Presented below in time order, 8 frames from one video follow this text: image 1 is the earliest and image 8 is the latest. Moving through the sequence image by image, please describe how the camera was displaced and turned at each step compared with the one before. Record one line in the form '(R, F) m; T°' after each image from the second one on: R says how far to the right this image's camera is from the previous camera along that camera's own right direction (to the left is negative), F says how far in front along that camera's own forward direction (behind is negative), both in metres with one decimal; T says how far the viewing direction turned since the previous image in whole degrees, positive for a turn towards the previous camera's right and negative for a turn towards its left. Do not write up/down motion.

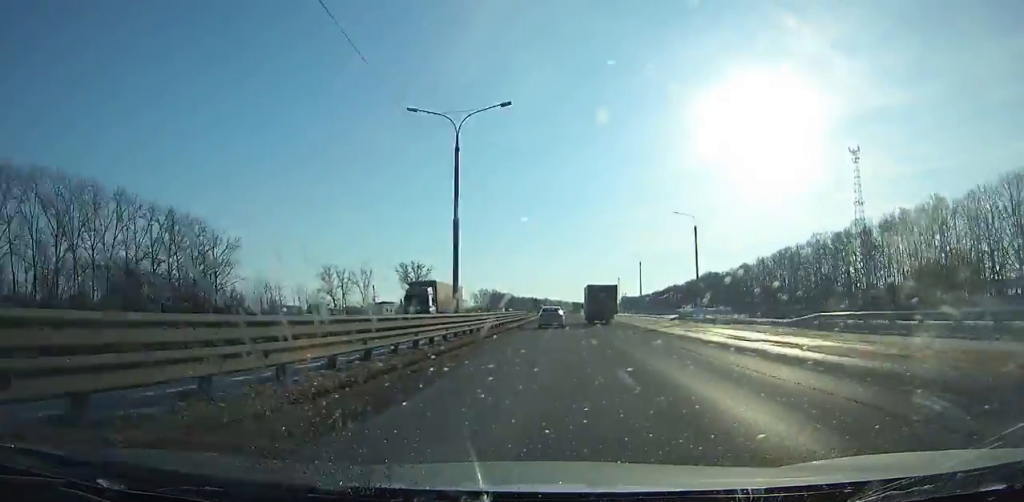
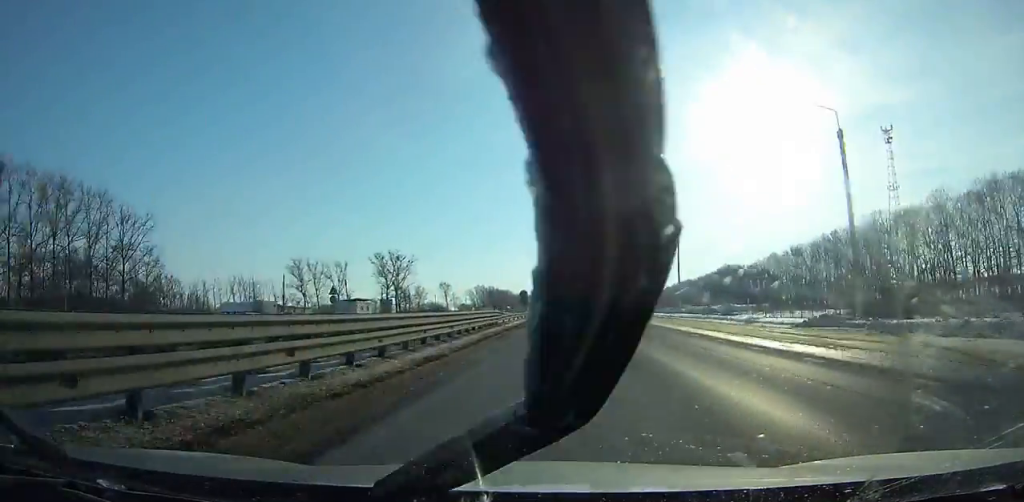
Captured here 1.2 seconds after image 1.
(0.0, +31.2) m; 0°
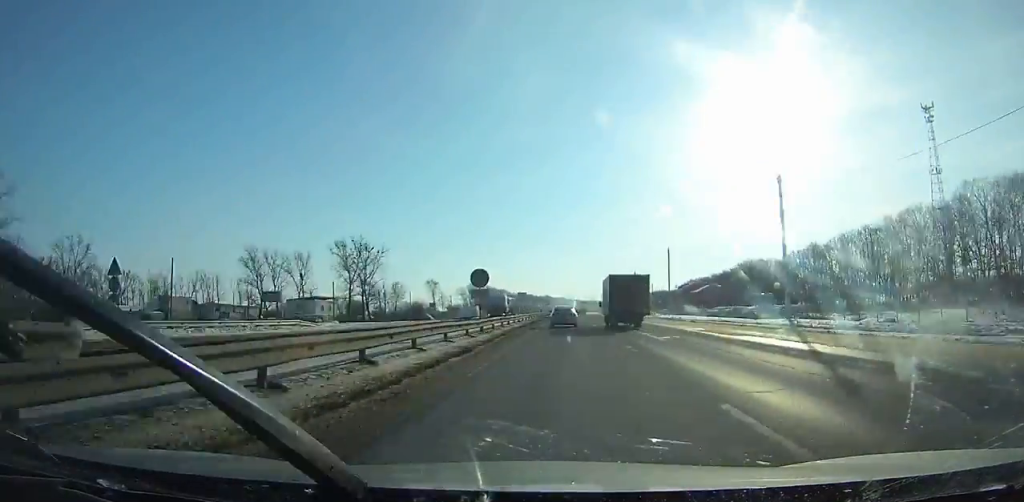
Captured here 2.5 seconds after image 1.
(0.0, +34.4) m; 0°
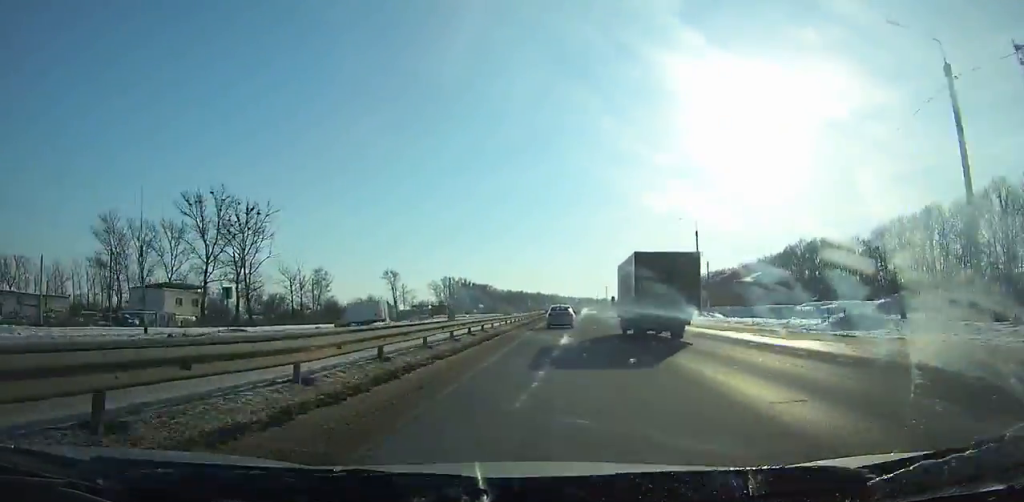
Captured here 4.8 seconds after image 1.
(+0.1, +61.9) m; 0°
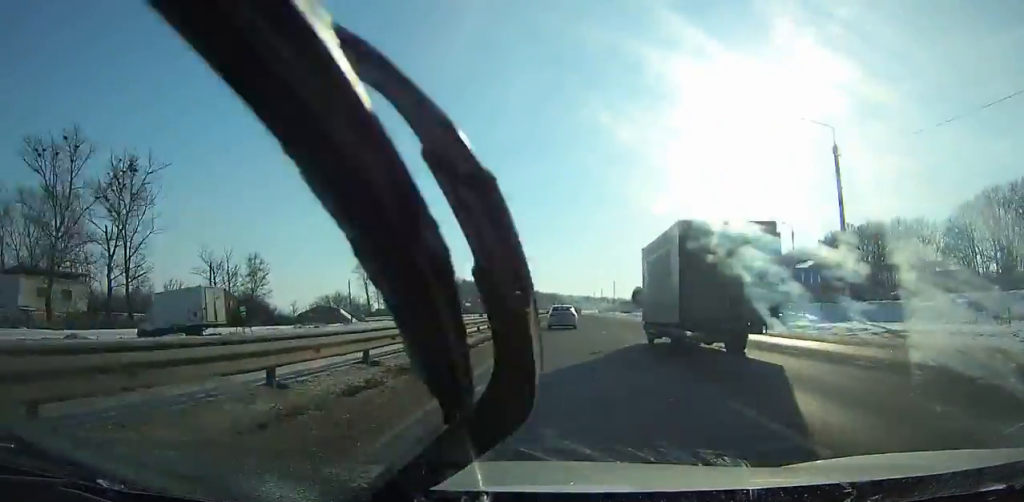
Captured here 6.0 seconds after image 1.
(0.0, +32.6) m; 0°
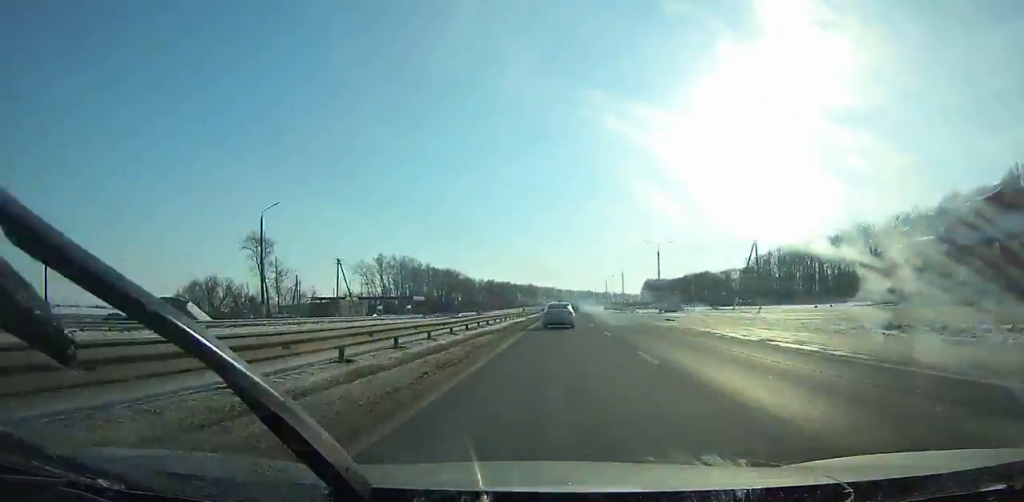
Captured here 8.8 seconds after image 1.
(+0.4, +76.9) m; 0°
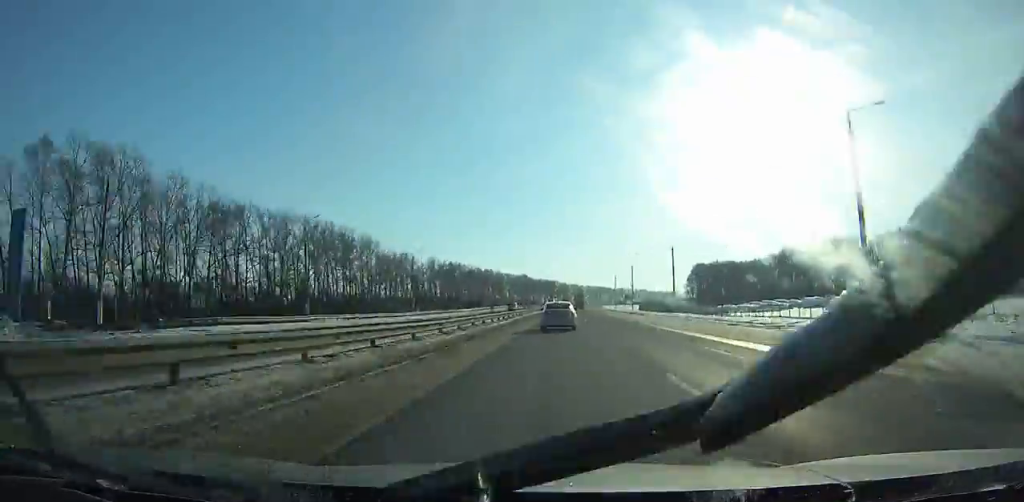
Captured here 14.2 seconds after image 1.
(0.0, +149.3) m; 0°
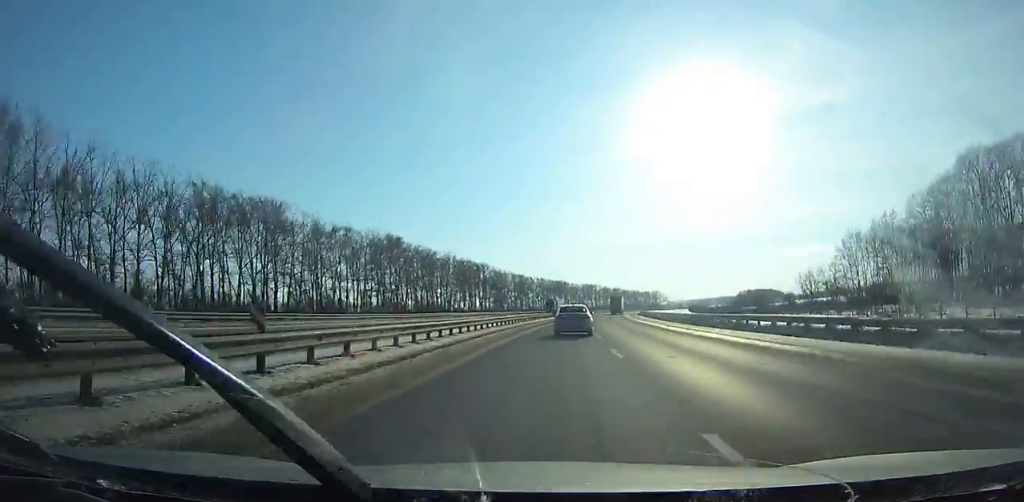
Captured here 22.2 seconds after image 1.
(+6.2, +220.1) m; +6°
